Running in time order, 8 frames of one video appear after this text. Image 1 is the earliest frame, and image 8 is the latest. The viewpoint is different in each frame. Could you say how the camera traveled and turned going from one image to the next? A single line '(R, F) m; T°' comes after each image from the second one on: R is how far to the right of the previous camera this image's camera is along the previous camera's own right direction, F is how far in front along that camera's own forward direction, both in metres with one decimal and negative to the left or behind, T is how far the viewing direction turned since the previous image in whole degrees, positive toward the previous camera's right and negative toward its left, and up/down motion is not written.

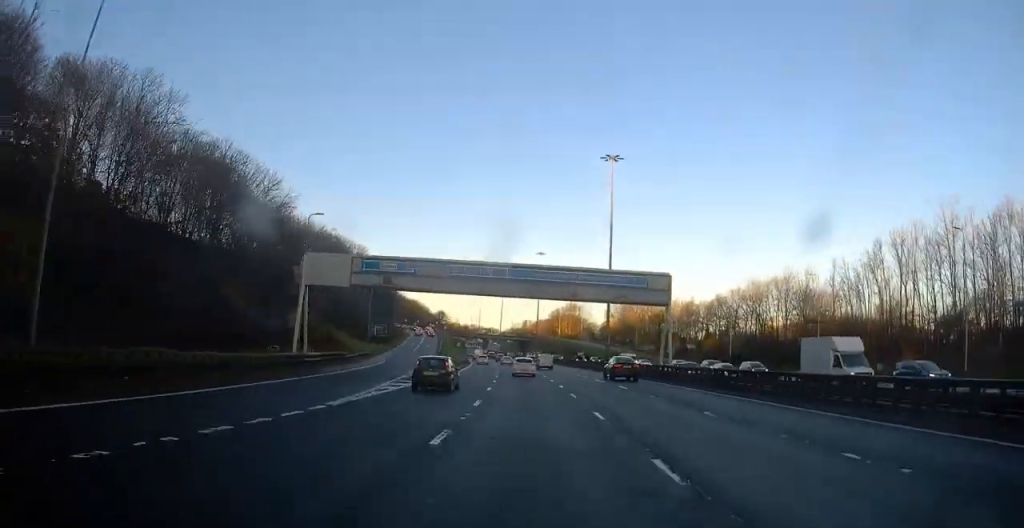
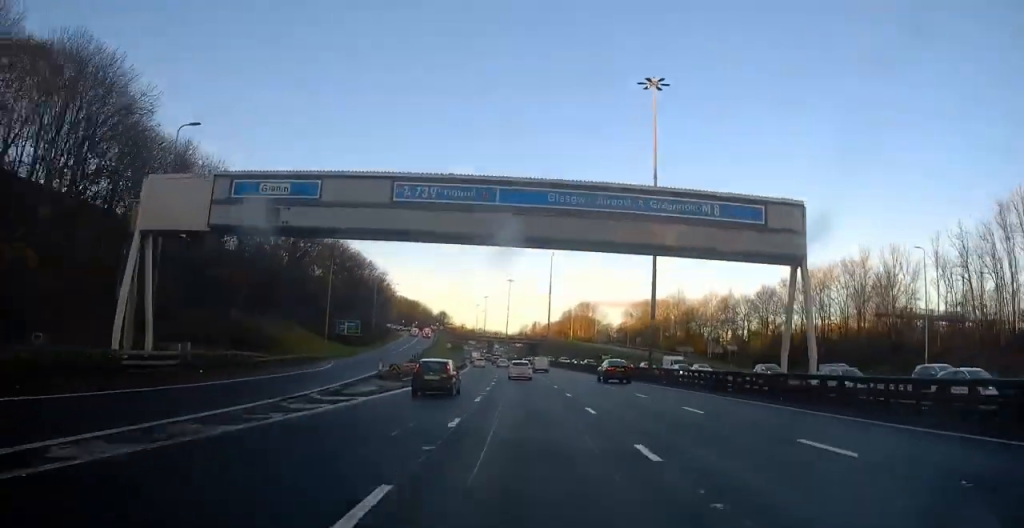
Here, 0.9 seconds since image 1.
(-0.1, +23.9) m; 0°
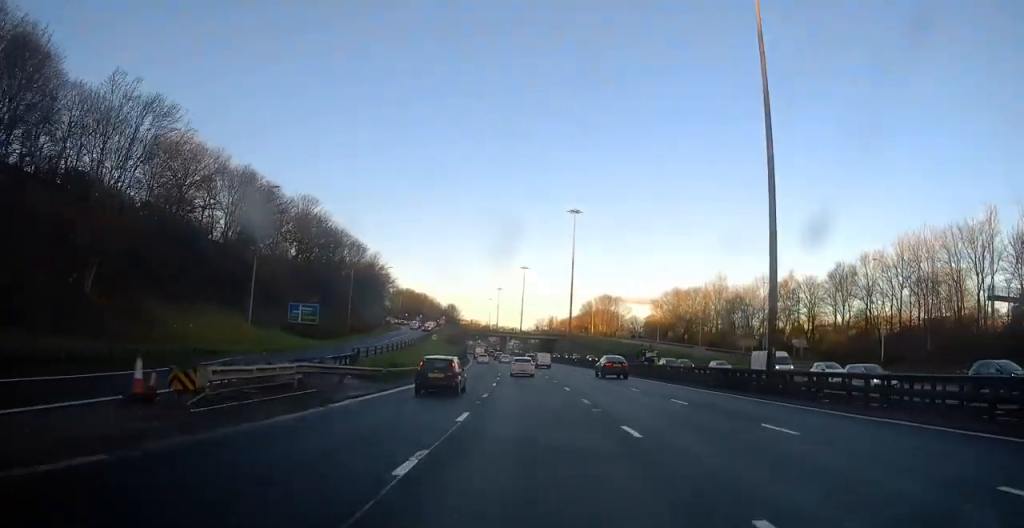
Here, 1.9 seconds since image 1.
(0.0, +24.5) m; -1°
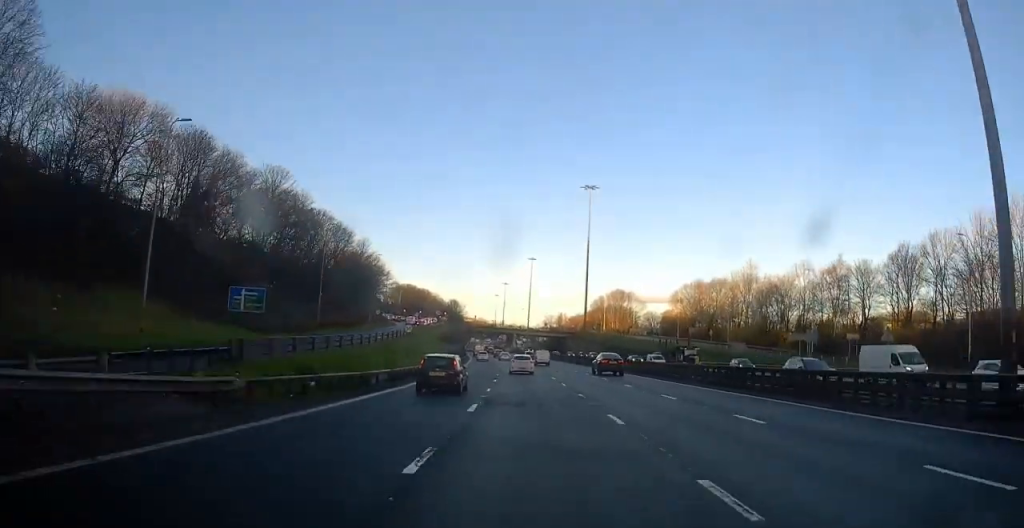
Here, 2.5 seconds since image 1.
(-0.1, +16.0) m; -1°
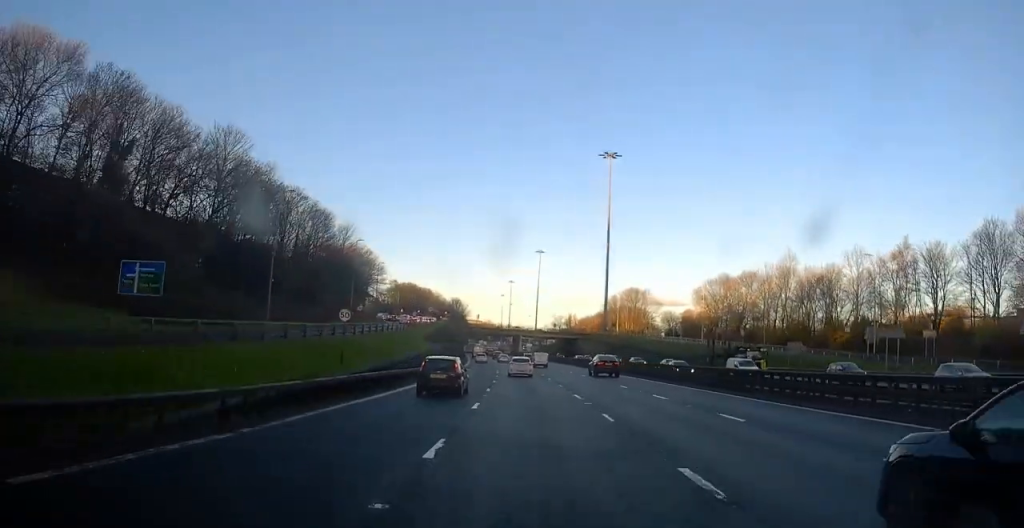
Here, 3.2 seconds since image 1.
(-0.5, +16.8) m; -1°
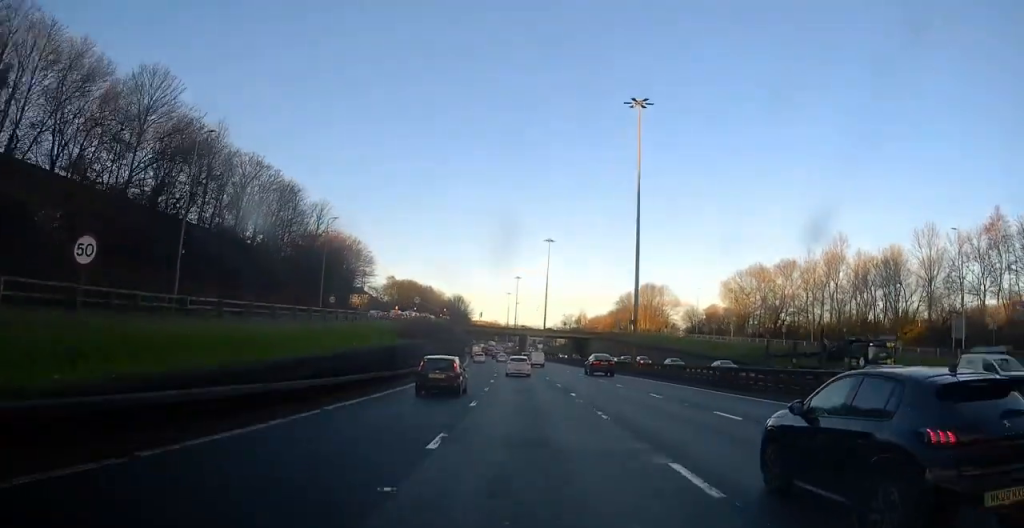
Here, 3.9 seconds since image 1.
(+0.2, +17.6) m; -1°
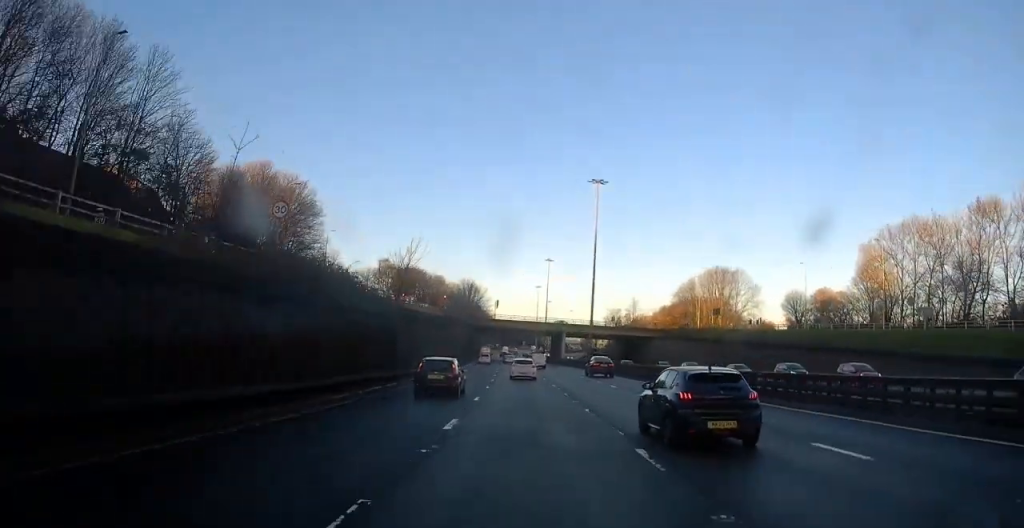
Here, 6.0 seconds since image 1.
(-0.8, +51.8) m; -2°
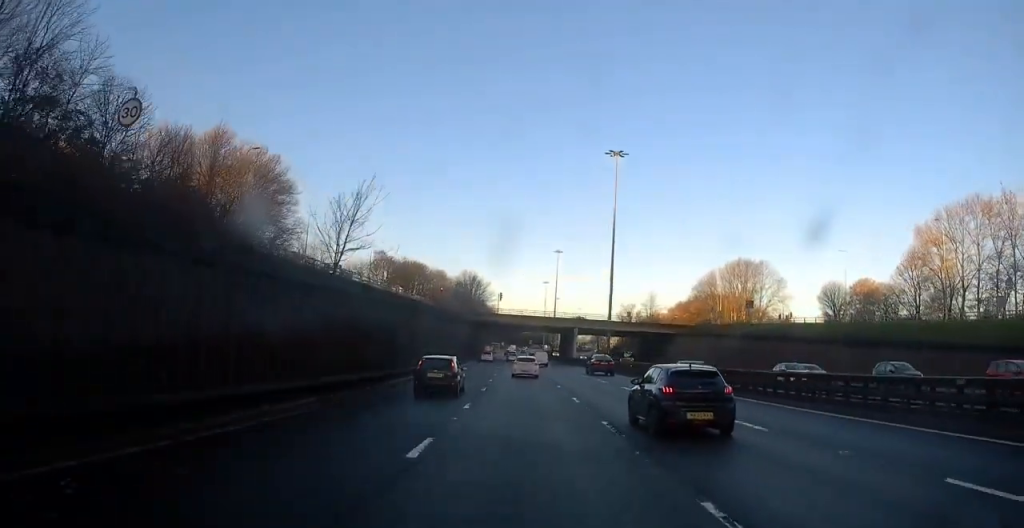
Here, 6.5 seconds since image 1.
(0.0, +13.3) m; -1°
